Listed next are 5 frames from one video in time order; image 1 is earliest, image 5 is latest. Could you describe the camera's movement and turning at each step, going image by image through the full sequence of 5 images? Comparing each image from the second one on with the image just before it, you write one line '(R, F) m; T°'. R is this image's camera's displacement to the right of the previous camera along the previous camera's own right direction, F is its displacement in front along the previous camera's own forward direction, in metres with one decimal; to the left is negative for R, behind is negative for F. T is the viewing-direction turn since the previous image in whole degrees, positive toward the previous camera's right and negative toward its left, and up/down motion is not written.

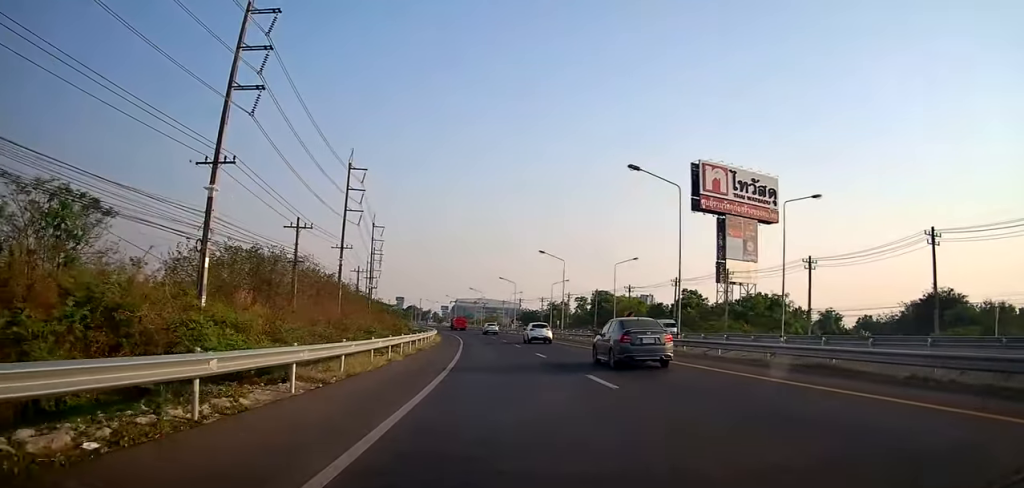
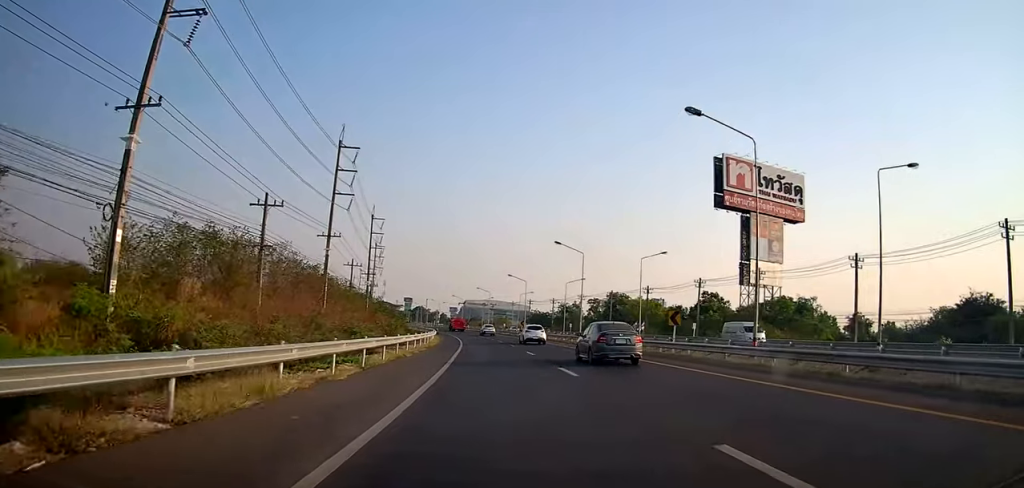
(-0.3, +8.6) m; -1°
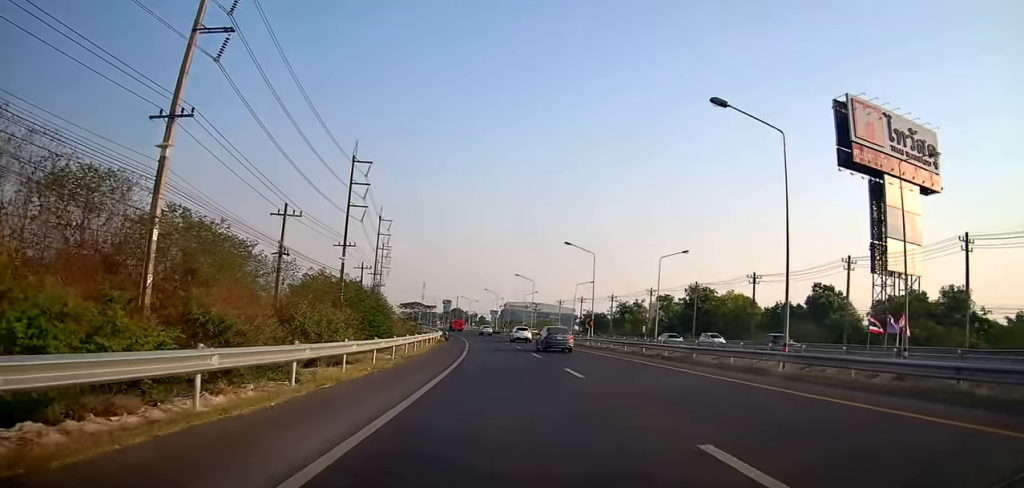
(-0.4, +35.7) m; -3°
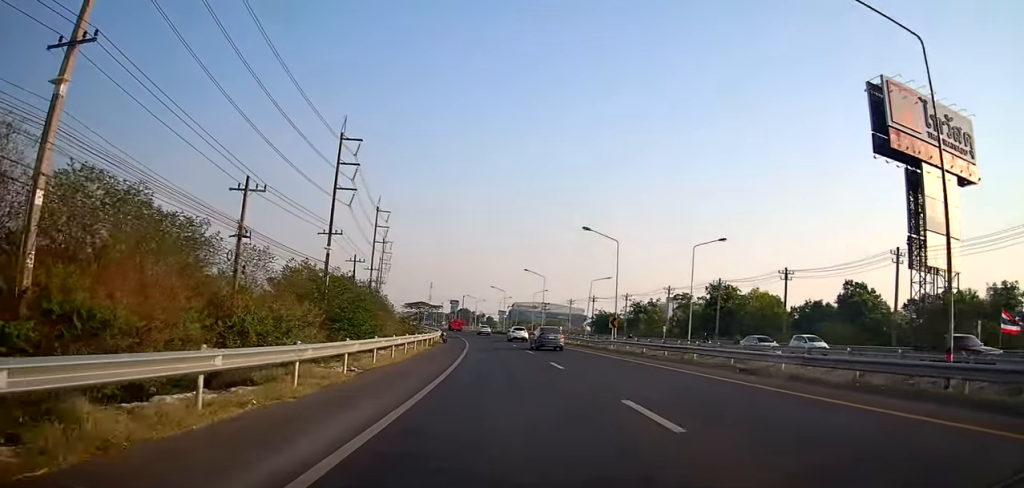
(-0.1, +8.0) m; -1°
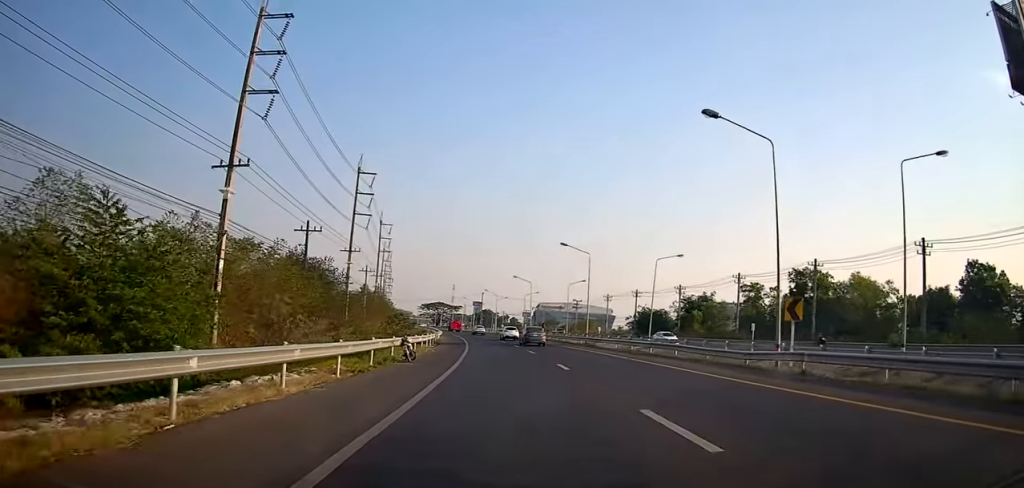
(-1.0, +25.0) m; -4°
